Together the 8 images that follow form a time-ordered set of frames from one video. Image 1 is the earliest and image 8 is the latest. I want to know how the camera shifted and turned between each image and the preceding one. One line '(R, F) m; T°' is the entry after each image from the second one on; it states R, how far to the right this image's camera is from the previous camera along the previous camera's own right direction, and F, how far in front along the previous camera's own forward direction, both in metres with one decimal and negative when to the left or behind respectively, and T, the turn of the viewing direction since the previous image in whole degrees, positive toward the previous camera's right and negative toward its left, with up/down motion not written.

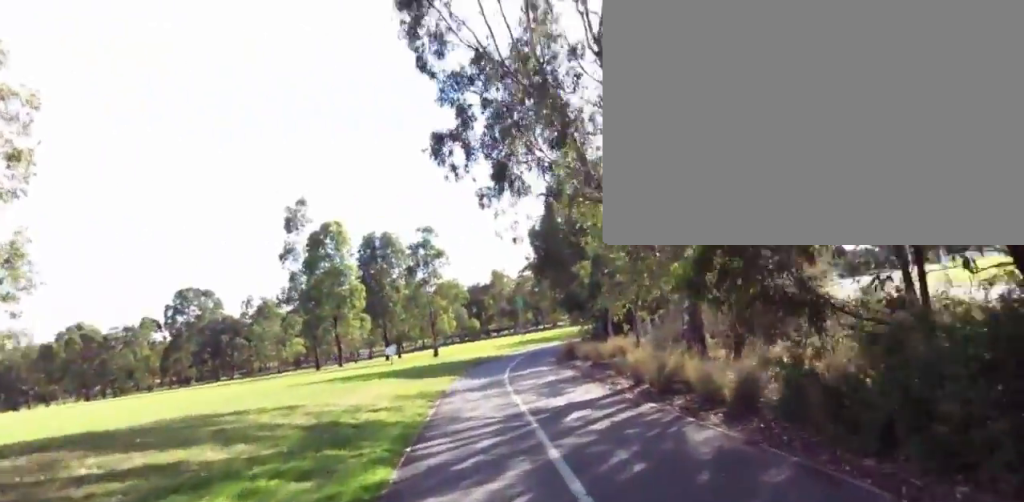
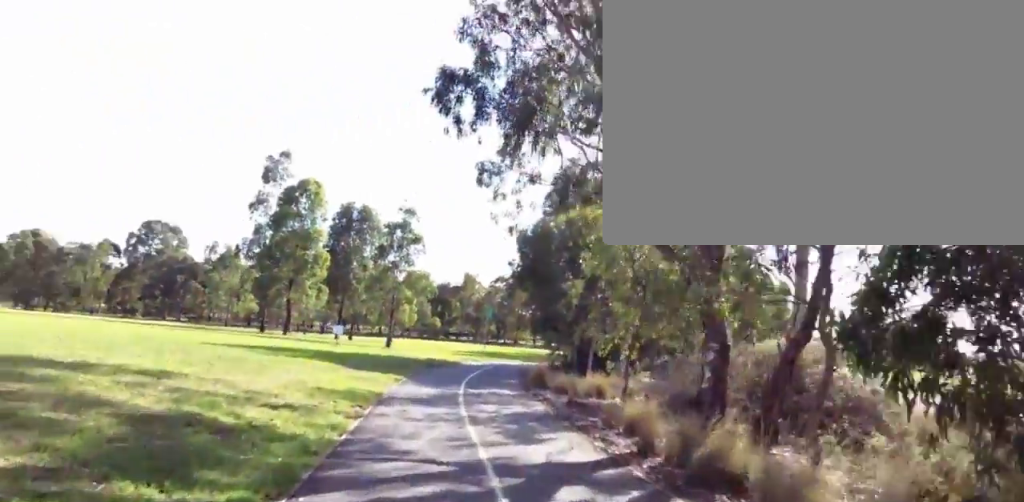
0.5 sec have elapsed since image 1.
(-0.1, +2.7) m; 0°
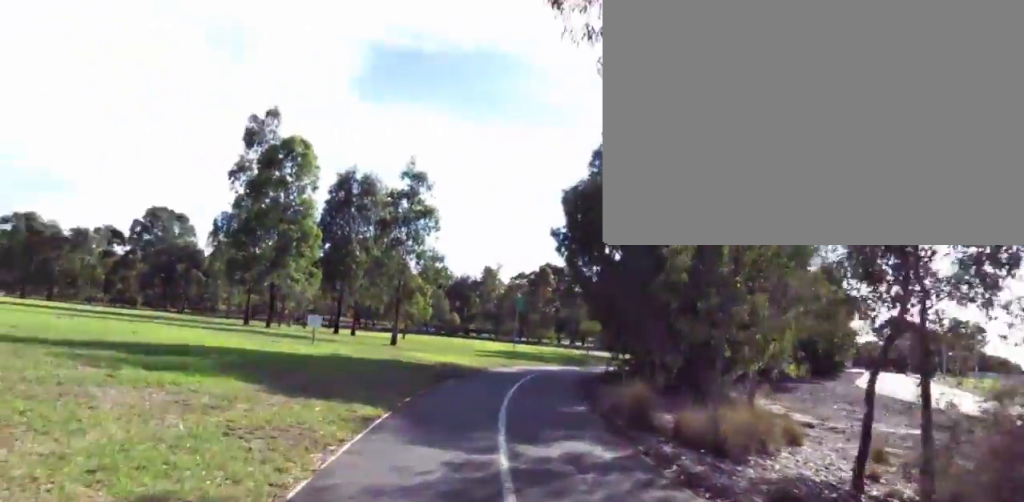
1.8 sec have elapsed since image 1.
(+0.2, +6.1) m; 0°
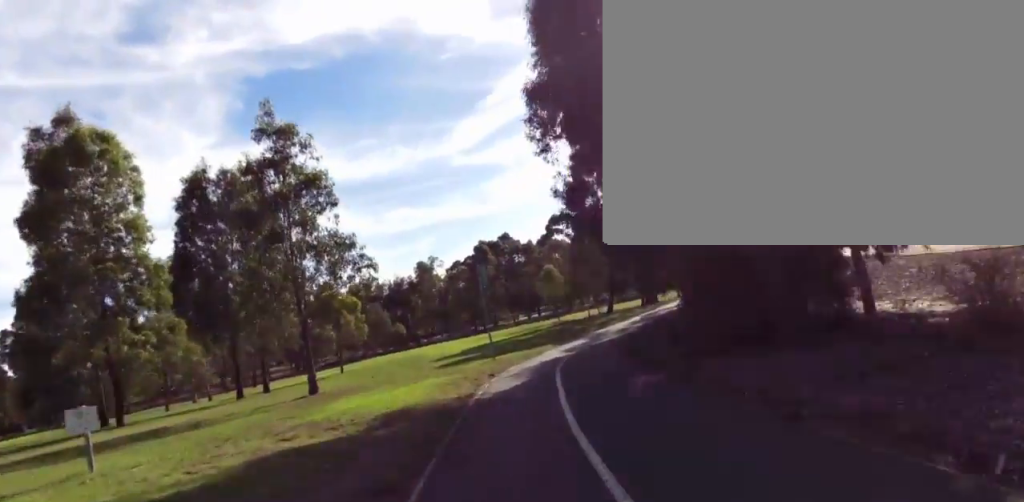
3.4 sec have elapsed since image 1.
(+0.3, +7.5) m; +23°
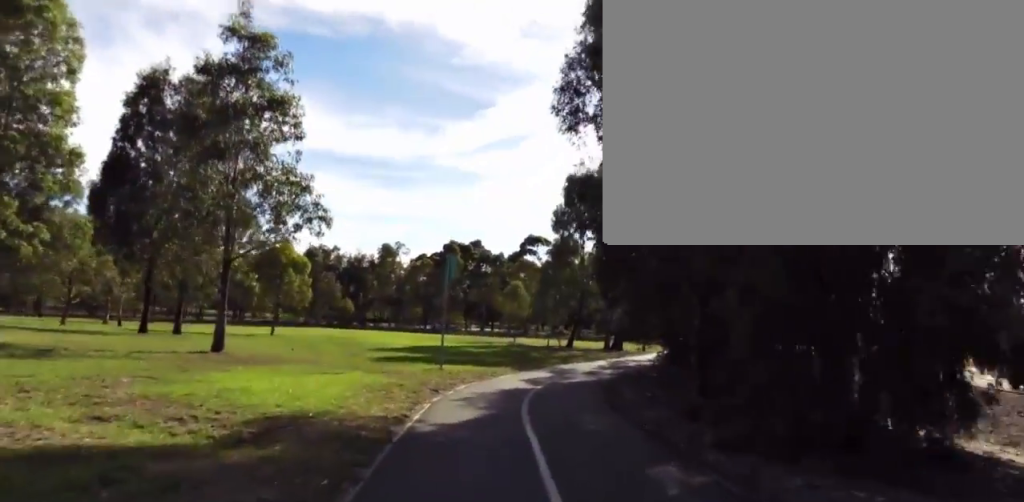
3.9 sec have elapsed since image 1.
(+0.7, +3.0) m; +2°
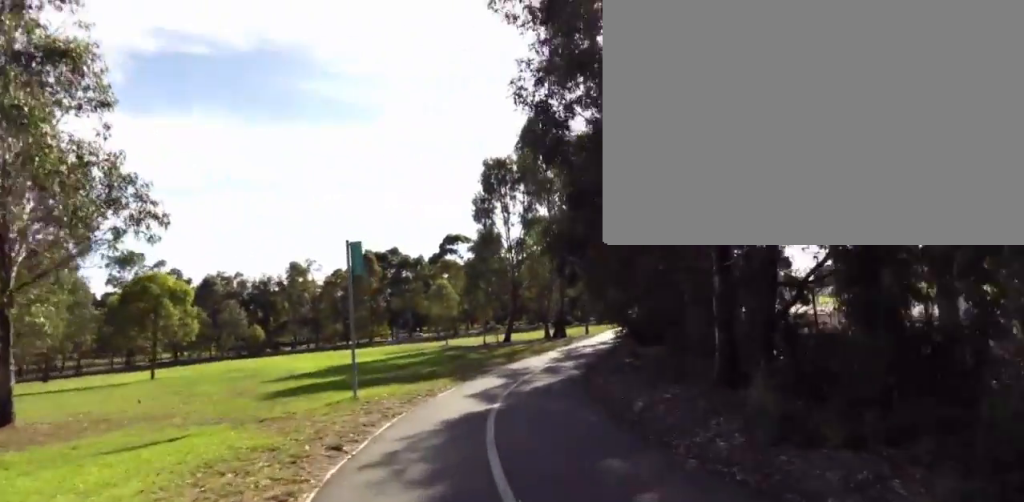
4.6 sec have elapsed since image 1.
(+0.3, +4.2) m; +2°
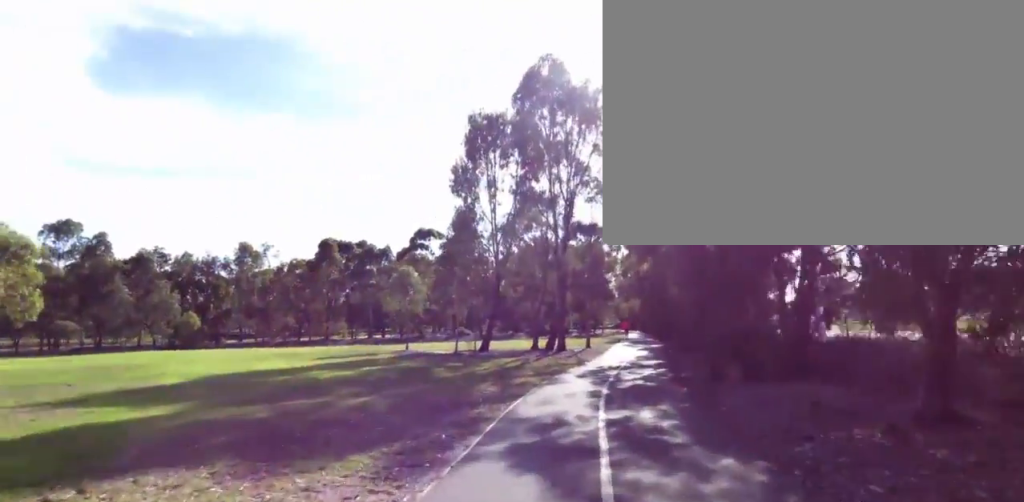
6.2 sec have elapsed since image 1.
(+0.3, +10.3) m; +11°
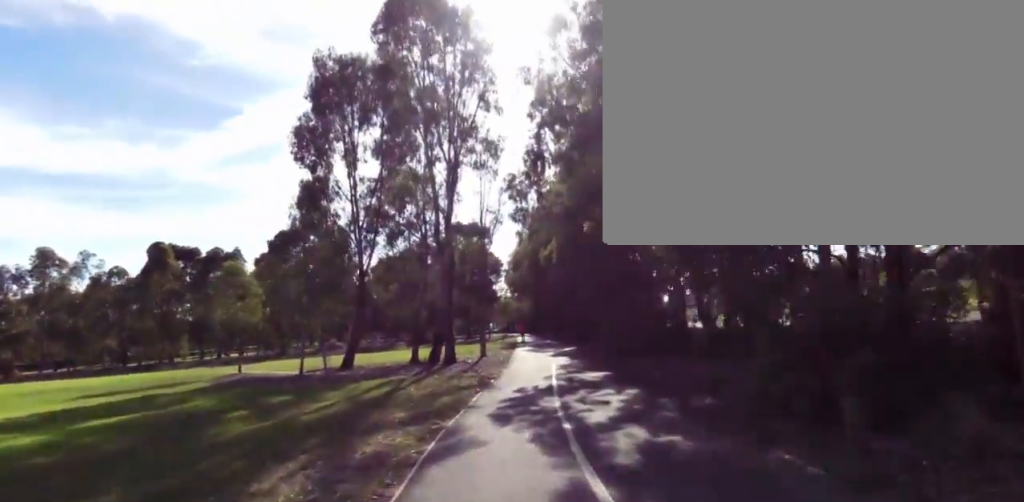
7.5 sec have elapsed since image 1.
(+0.3, +7.4) m; +3°
